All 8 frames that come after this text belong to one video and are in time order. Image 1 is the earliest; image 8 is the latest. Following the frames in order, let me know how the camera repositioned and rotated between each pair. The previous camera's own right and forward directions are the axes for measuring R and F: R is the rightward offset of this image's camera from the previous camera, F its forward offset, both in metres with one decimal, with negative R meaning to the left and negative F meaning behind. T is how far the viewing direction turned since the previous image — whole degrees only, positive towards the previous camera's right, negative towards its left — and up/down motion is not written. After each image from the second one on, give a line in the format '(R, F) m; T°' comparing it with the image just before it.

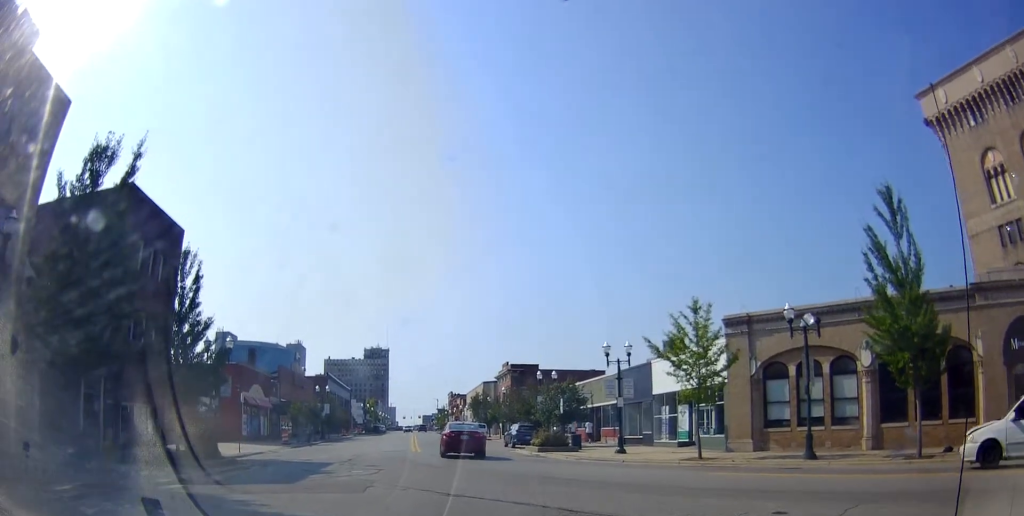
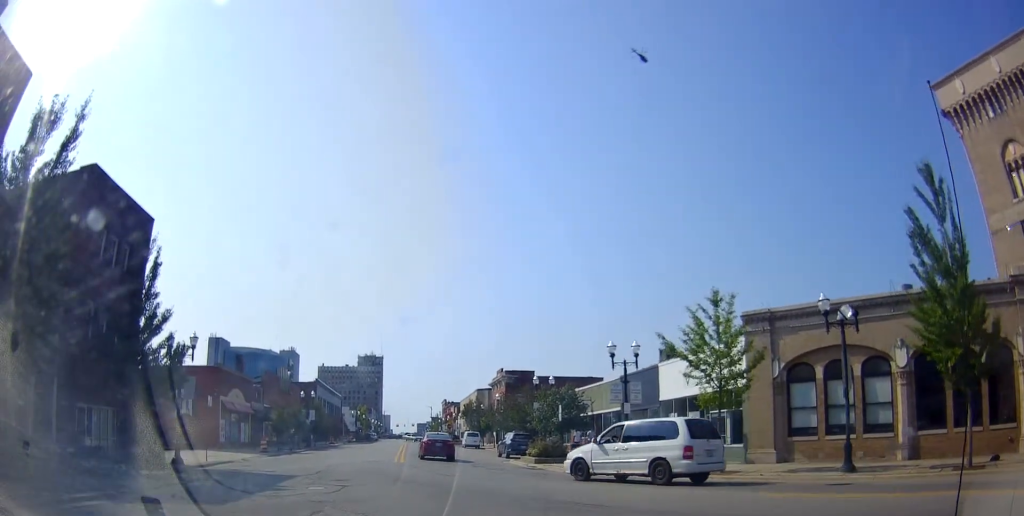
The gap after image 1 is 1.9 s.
(0.0, +3.3) m; 0°
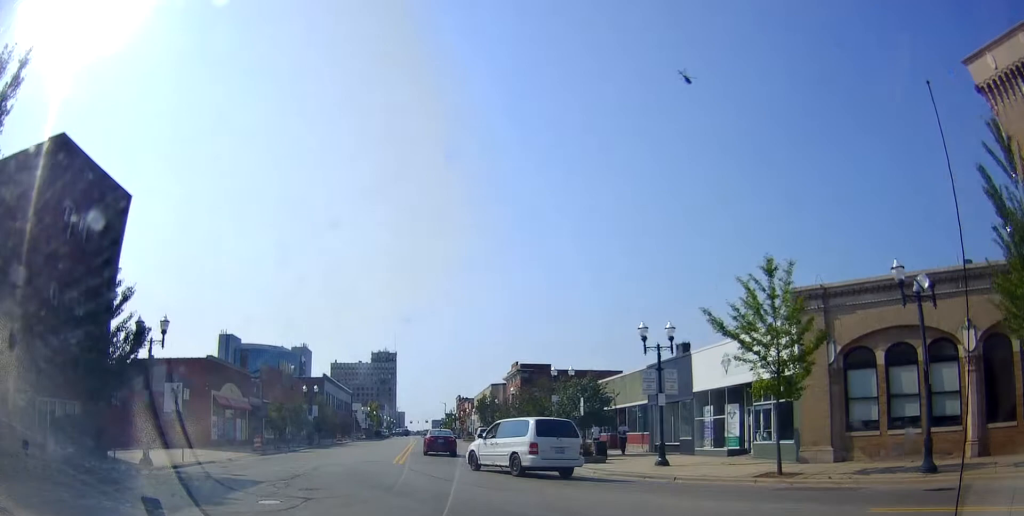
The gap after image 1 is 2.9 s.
(0.0, +2.4) m; -2°
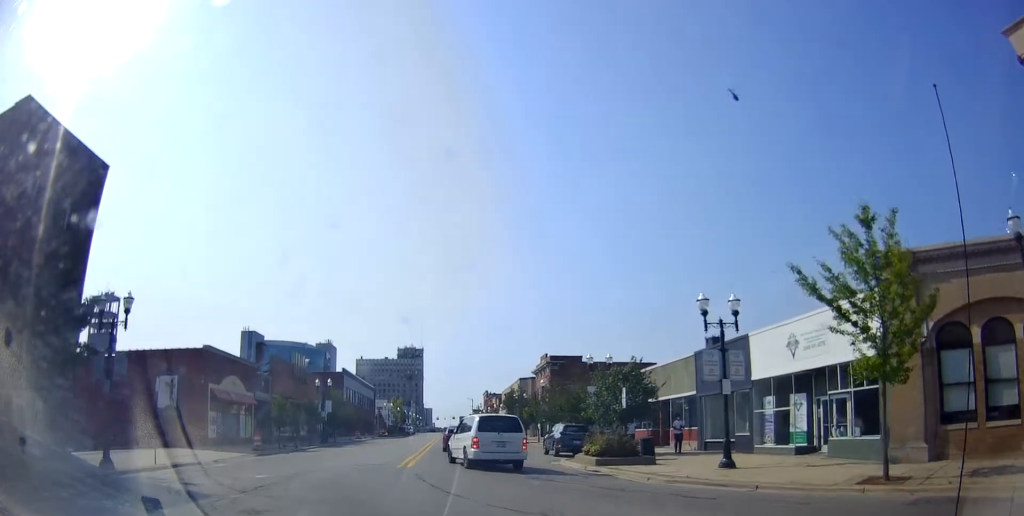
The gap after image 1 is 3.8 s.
(-0.1, +3.5) m; -5°
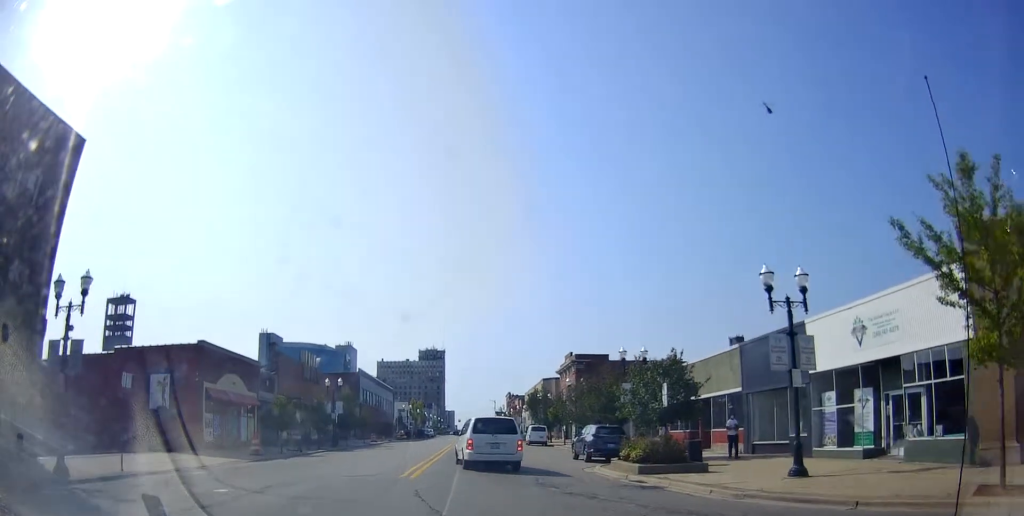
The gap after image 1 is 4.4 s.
(0.0, +3.2) m; -4°
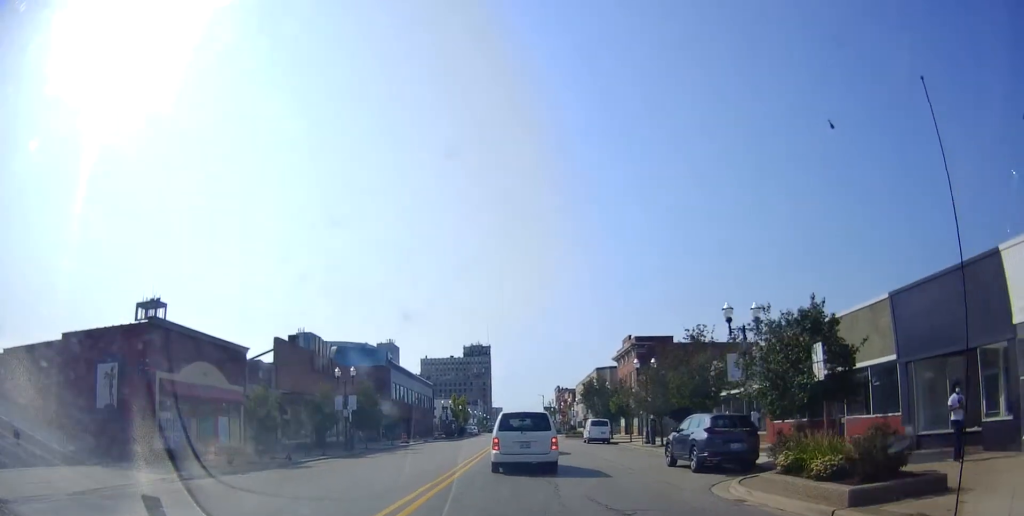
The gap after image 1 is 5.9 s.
(-0.1, +9.2) m; +1°
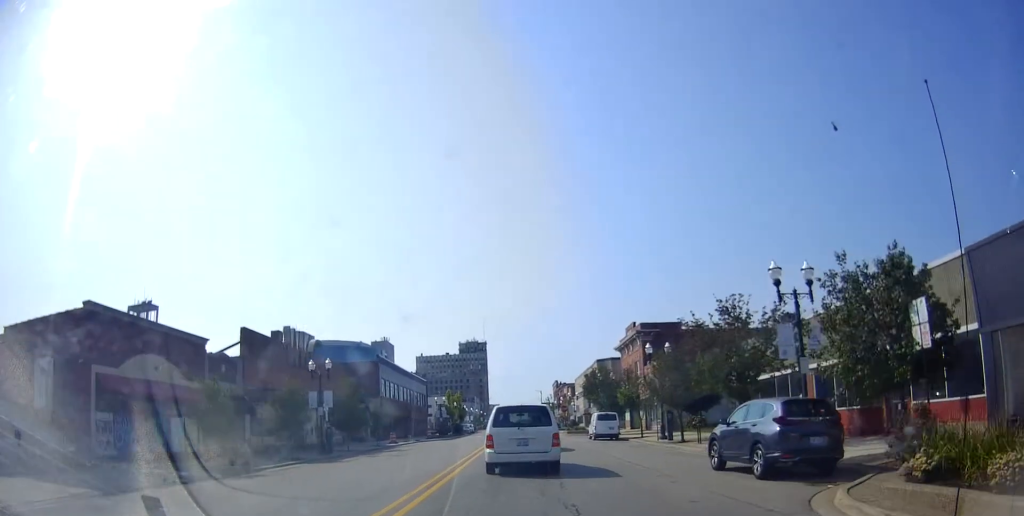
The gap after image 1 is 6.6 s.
(+0.3, +4.8) m; -1°
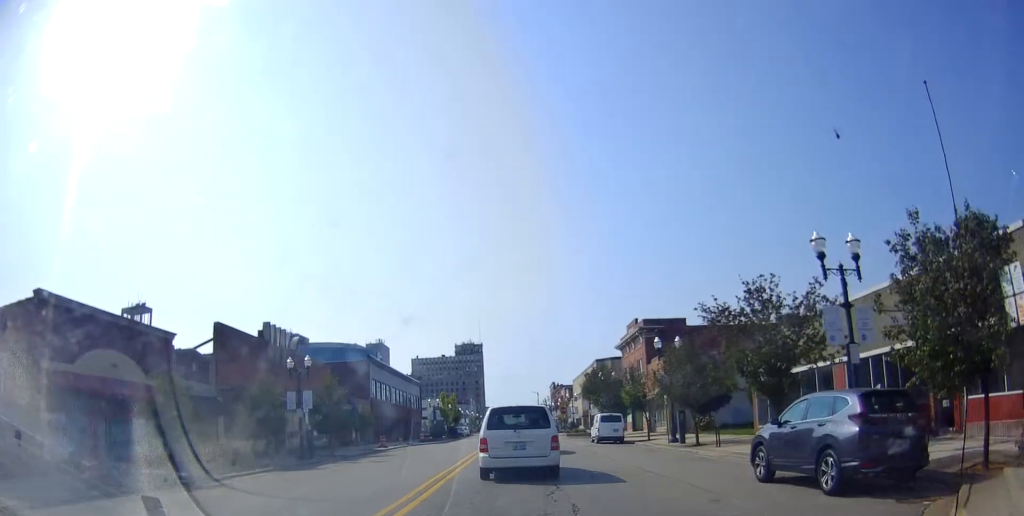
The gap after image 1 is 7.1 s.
(-0.2, +3.2) m; -3°
